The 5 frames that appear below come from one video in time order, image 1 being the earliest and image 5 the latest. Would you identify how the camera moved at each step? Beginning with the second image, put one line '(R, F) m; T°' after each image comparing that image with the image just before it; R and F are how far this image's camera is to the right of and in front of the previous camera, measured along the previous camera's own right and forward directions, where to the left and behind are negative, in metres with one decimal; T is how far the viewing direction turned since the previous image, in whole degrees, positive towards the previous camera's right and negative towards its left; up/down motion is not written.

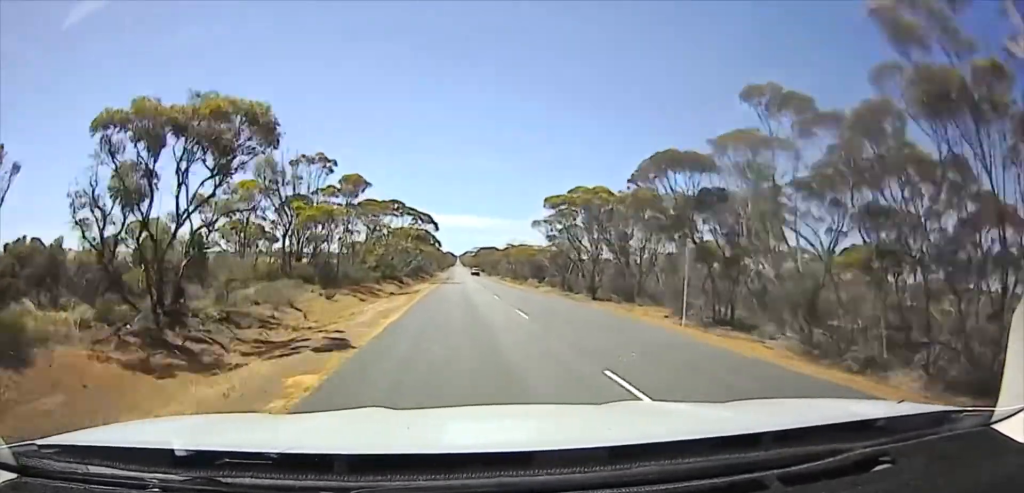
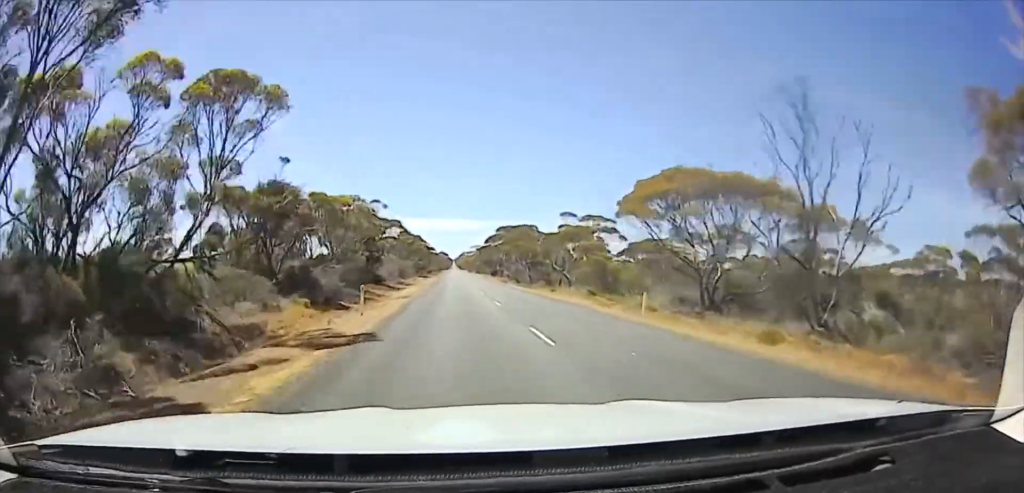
(0.0, +84.9) m; 0°
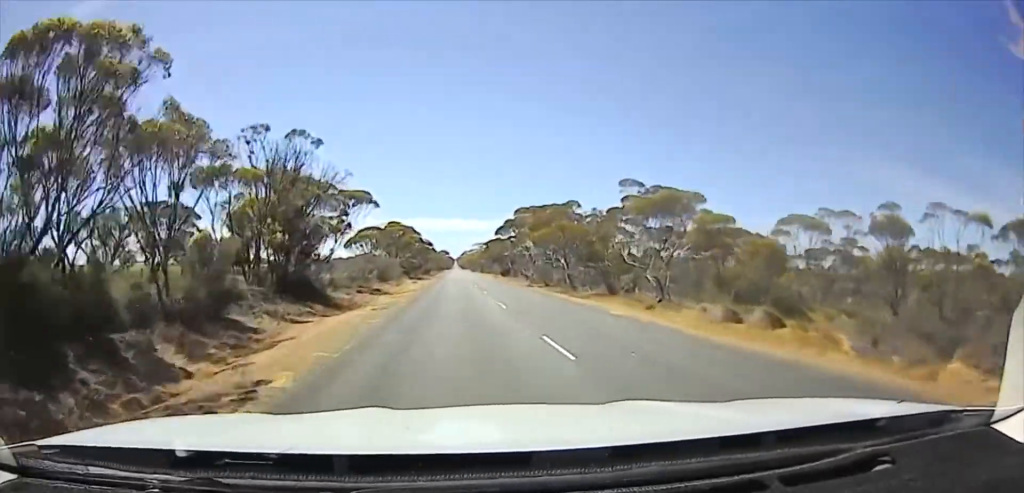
(0.0, +24.7) m; 0°
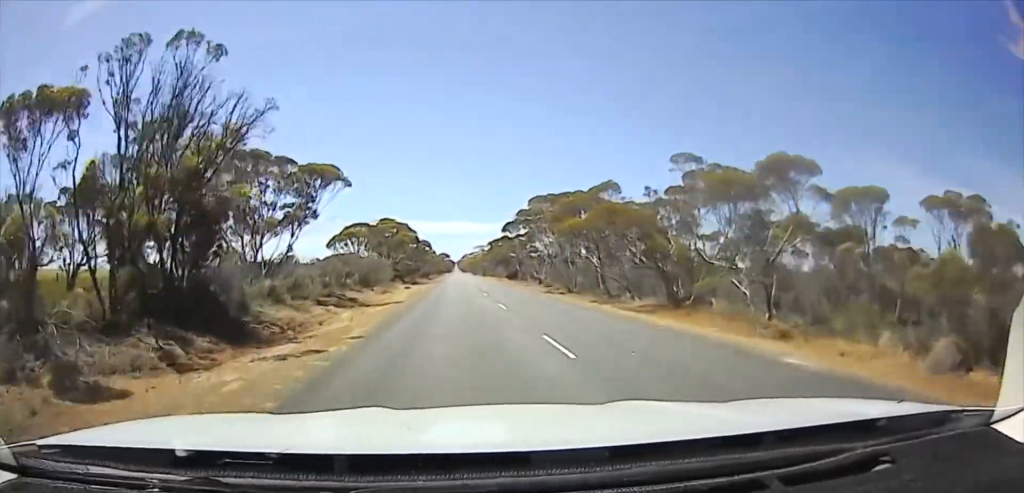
(0.0, +11.4) m; 0°
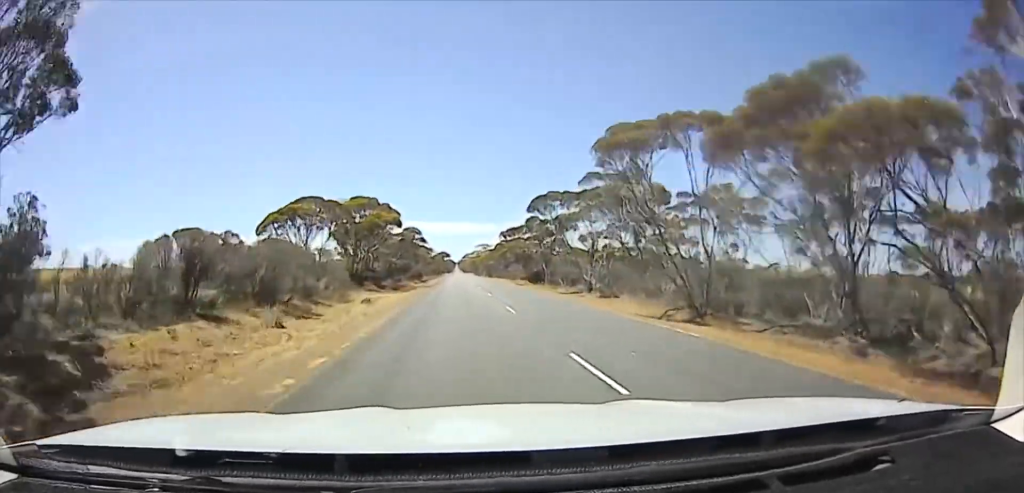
(0.0, +25.9) m; 0°
